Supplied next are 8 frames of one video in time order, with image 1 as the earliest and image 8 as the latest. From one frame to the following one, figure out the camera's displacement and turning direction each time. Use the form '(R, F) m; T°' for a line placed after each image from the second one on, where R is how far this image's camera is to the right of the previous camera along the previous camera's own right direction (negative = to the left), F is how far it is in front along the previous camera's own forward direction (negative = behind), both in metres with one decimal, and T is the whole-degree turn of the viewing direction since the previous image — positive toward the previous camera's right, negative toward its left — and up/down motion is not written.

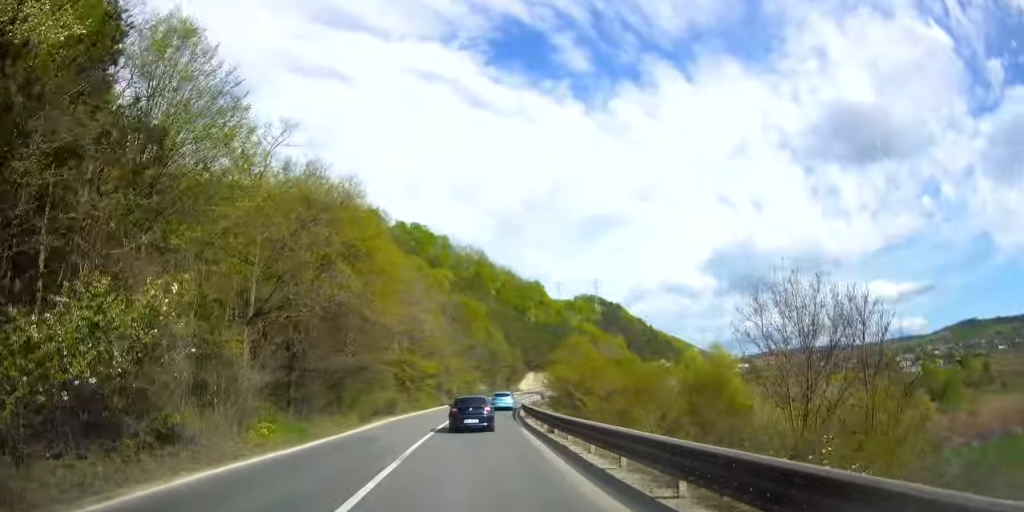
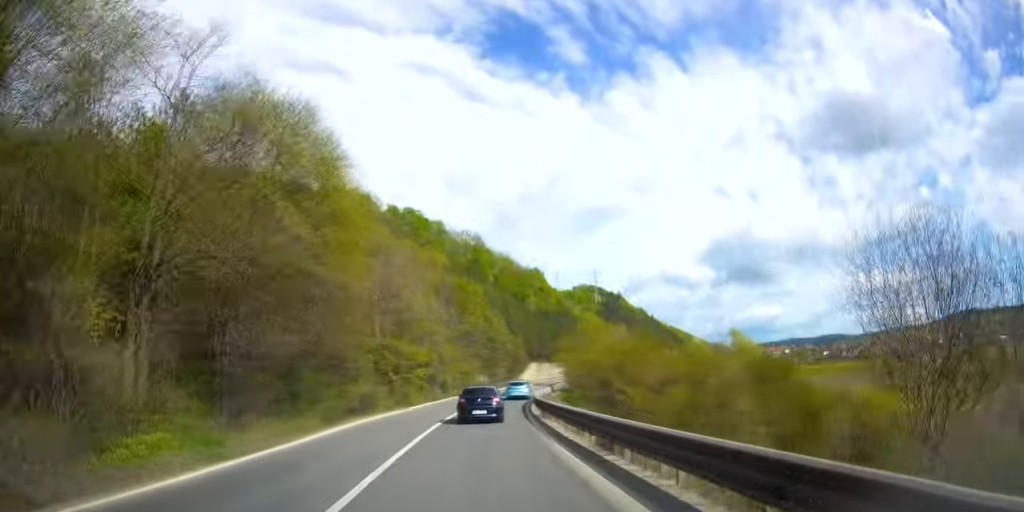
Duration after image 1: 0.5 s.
(+0.1, +8.9) m; 0°
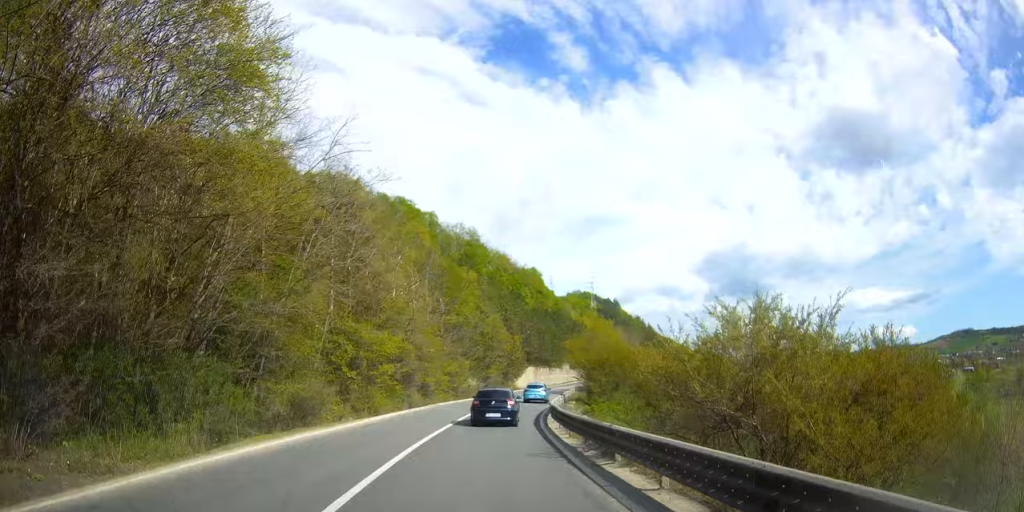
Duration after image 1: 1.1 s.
(-0.2, +12.0) m; 0°
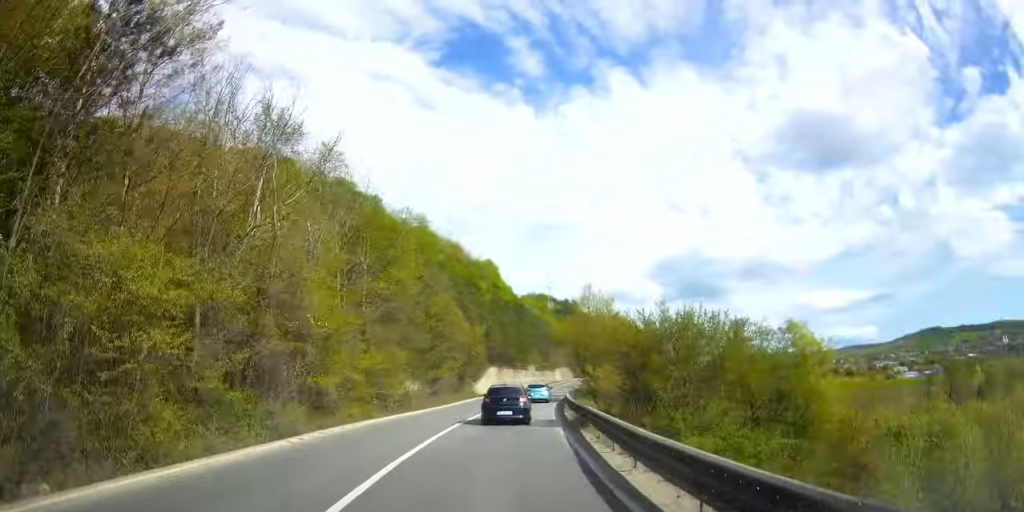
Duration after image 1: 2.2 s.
(+0.2, +20.5) m; +2°
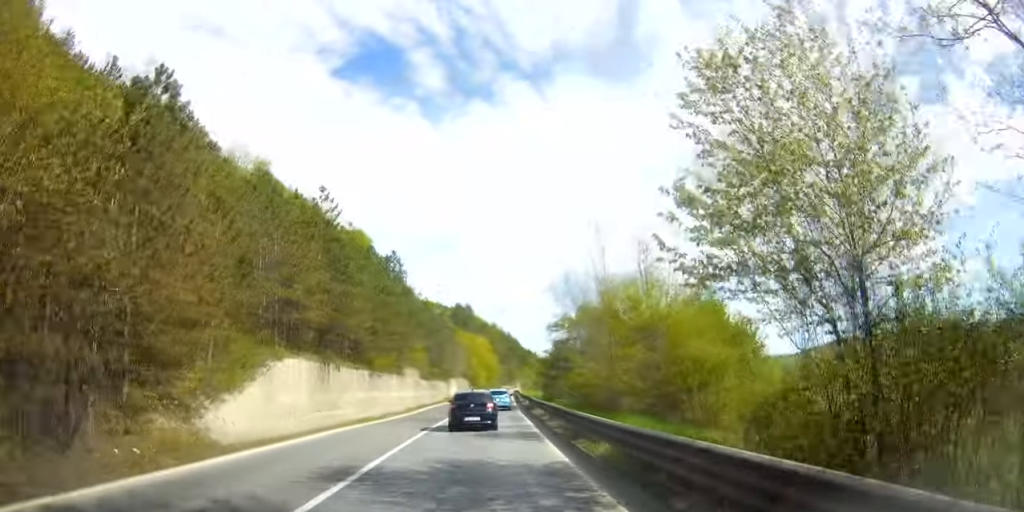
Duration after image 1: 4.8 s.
(+4.1, +46.9) m; +12°
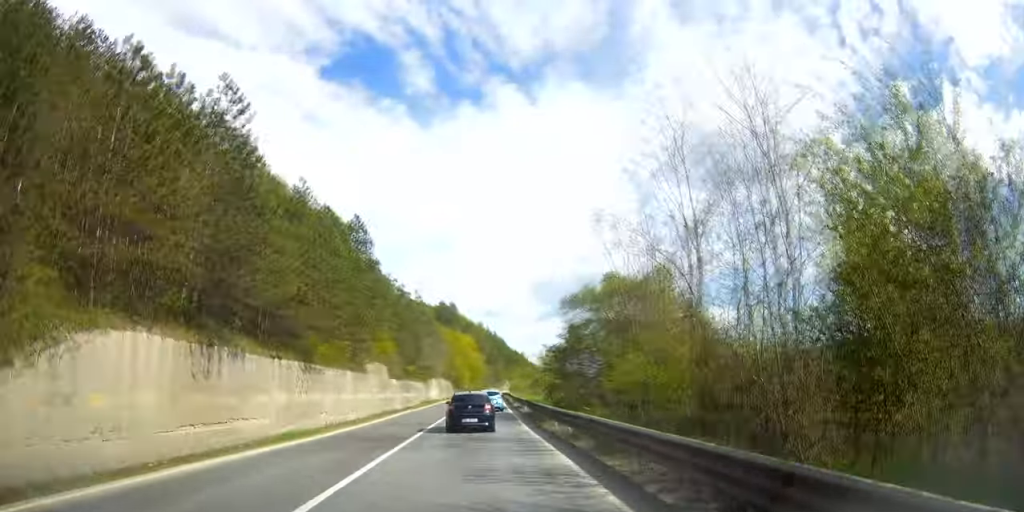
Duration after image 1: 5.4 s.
(+0.6, +12.2) m; +3°
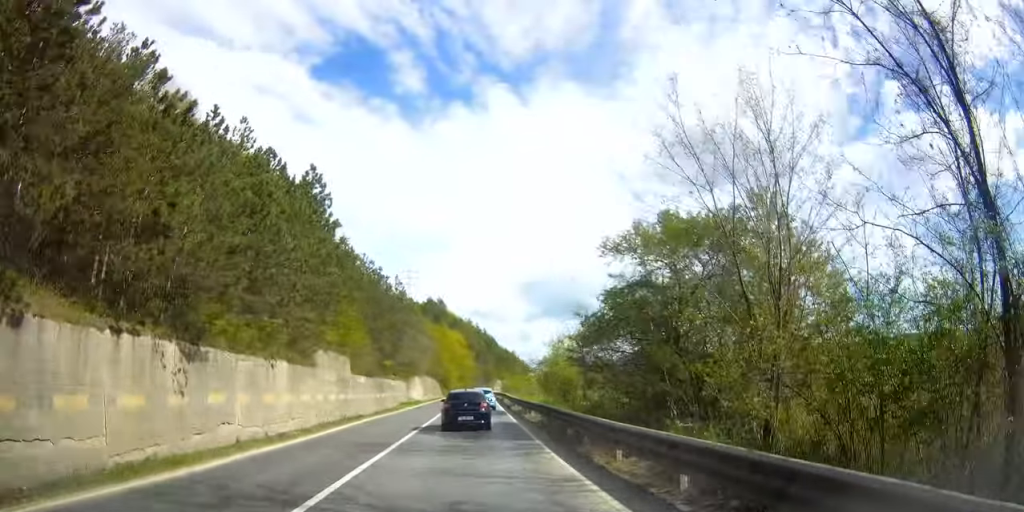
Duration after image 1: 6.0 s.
(+0.2, +10.8) m; +2°
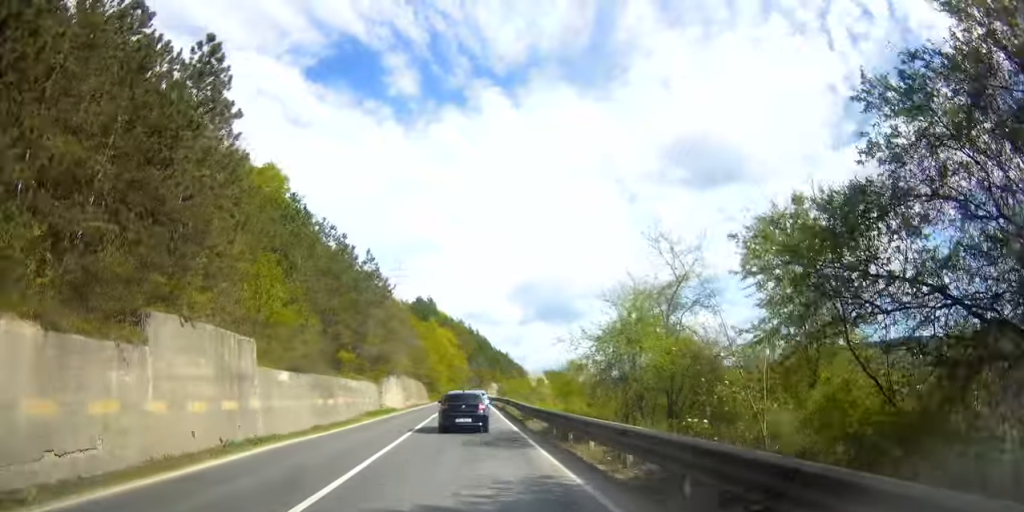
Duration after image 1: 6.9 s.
(+0.2, +15.8) m; +2°
